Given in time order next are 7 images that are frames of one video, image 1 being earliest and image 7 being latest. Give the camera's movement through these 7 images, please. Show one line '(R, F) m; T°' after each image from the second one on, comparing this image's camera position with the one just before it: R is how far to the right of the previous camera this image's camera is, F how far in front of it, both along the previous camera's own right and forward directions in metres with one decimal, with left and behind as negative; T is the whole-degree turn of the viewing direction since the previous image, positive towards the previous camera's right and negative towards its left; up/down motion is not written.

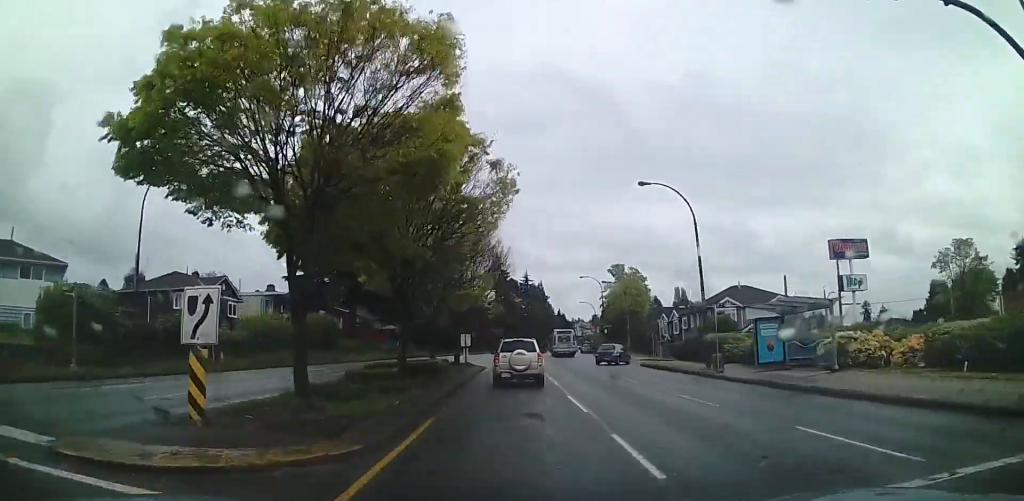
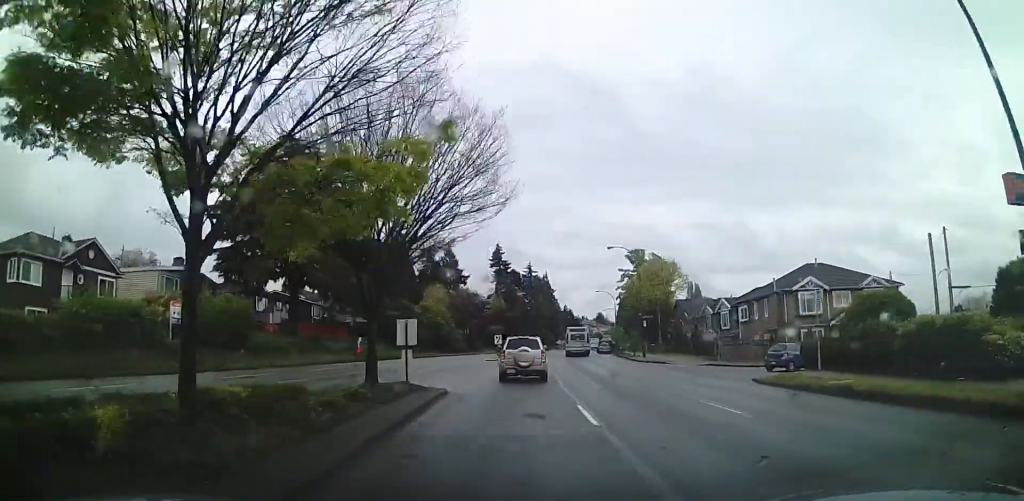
(+0.1, +20.0) m; -1°
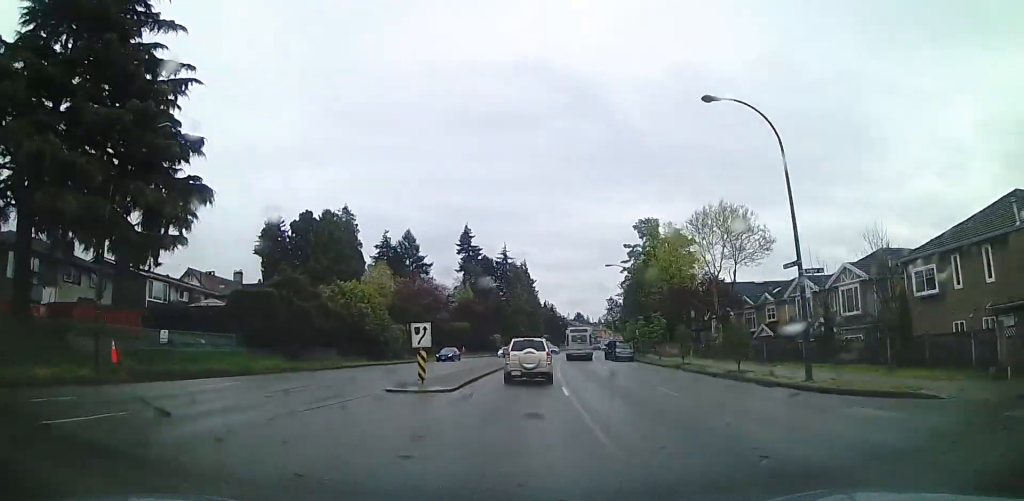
(-0.2, +30.9) m; +1°
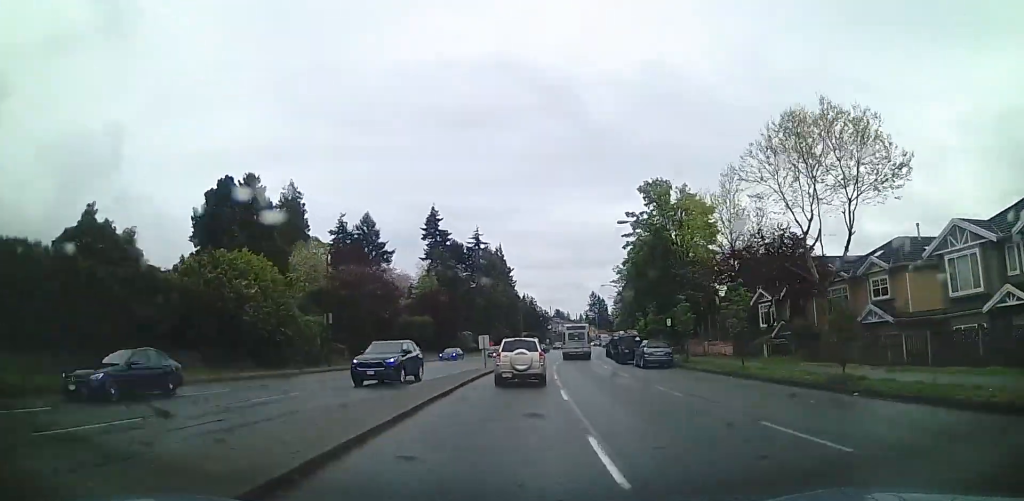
(0.0, +19.1) m; +1°
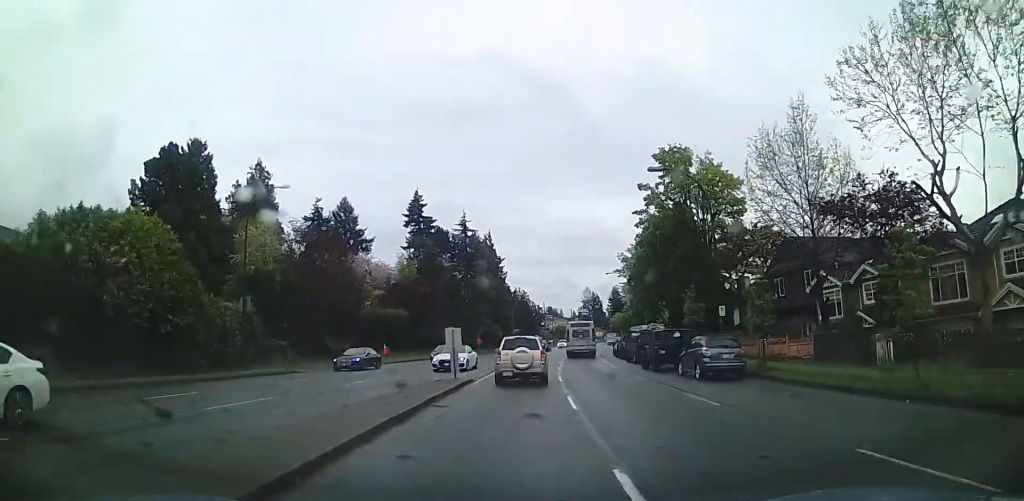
(+0.2, +11.3) m; +2°
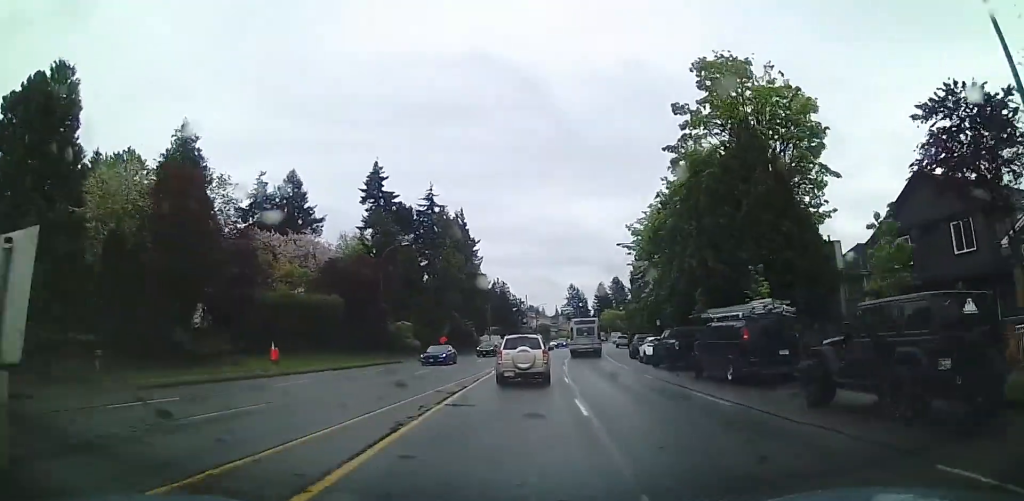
(+0.4, +19.2) m; +2°
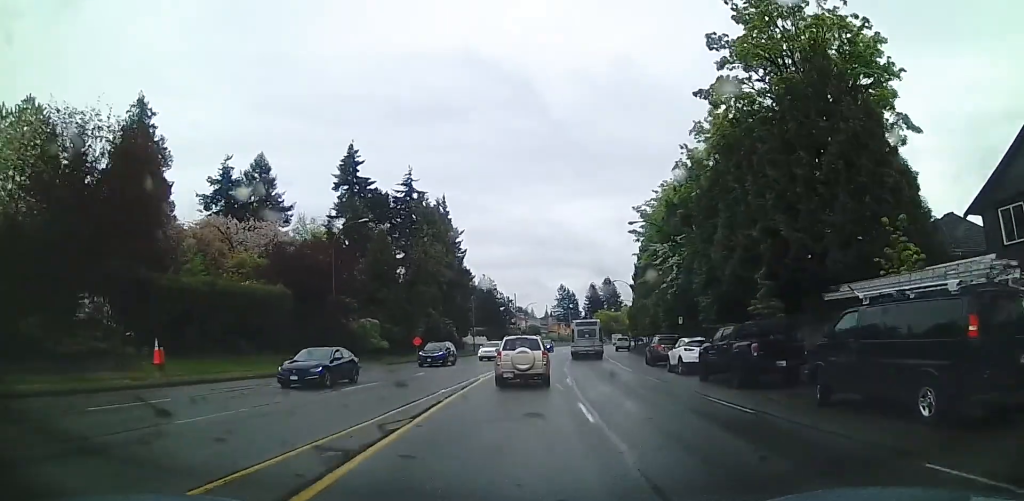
(+0.1, +9.3) m; +1°
